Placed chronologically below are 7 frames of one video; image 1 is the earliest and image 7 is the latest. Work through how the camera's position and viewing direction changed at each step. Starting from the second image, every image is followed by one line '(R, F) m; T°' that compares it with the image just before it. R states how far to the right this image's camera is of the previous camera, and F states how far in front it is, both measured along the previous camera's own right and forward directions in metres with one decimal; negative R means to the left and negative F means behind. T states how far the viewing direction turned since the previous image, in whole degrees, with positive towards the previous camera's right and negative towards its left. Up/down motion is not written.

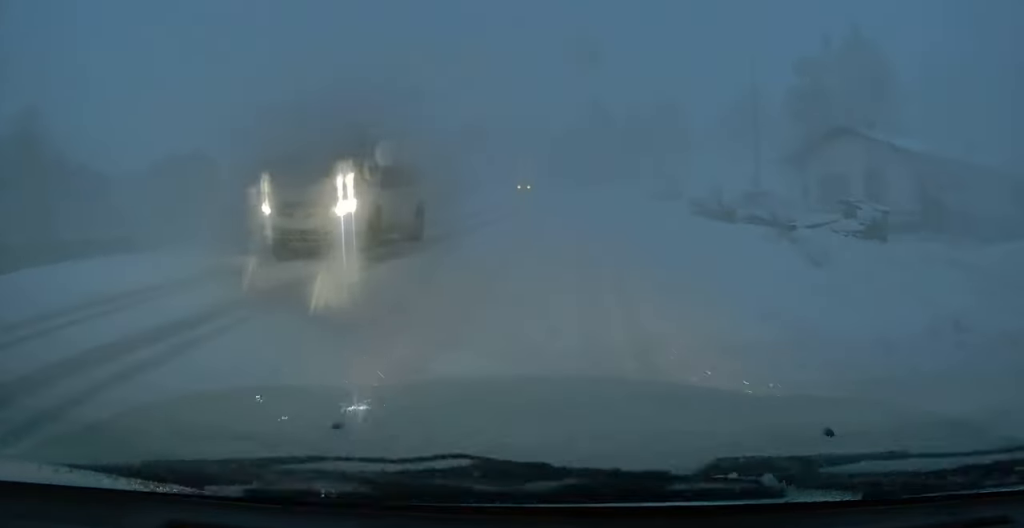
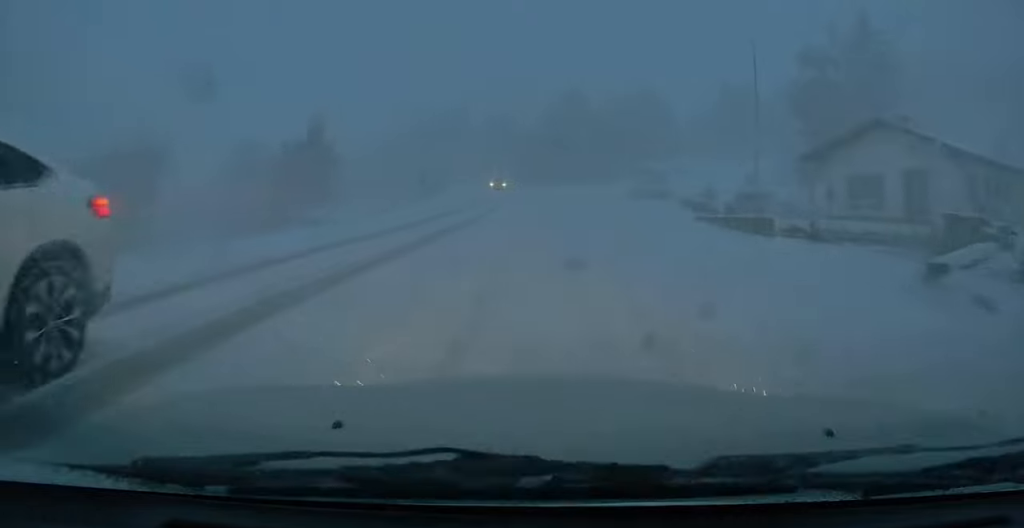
(-0.5, +6.4) m; -4°
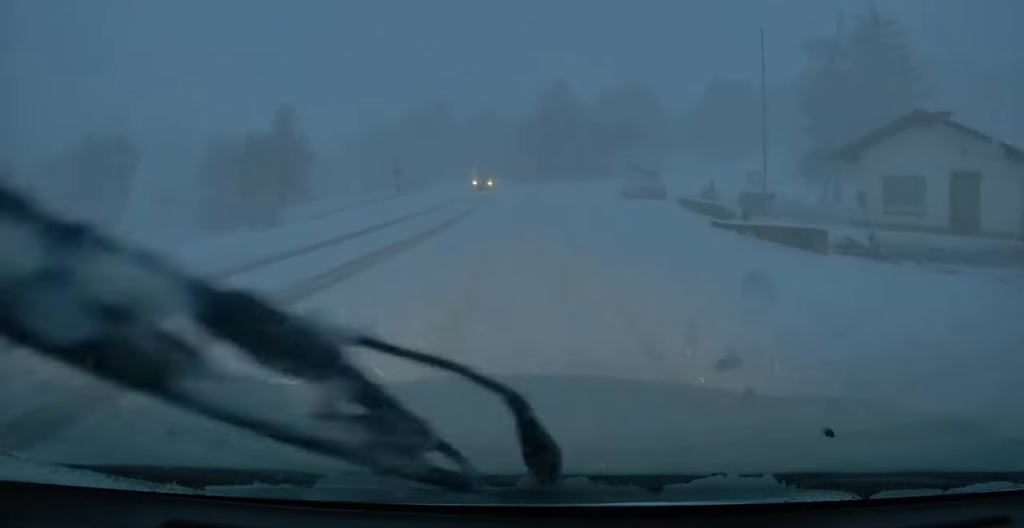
(+0.3, +4.8) m; 0°
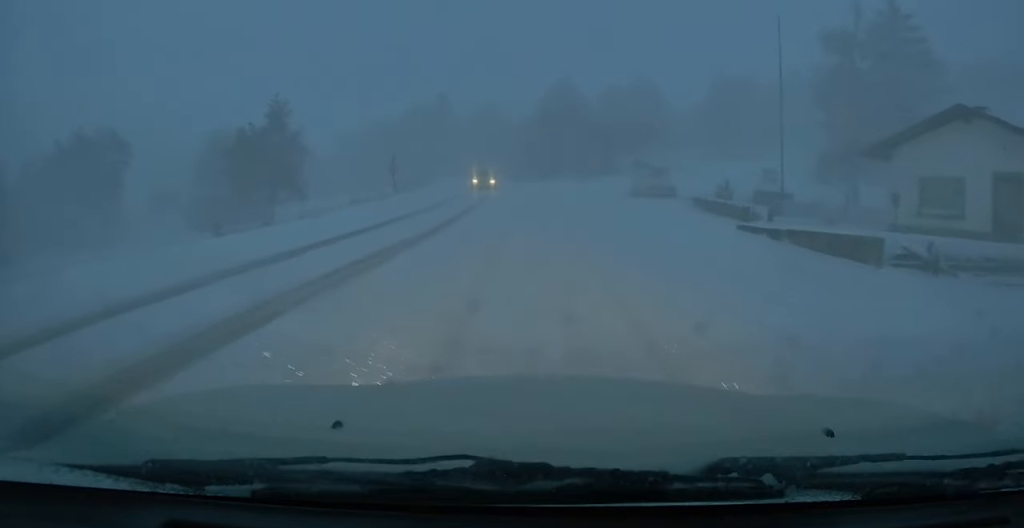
(-0.2, +2.6) m; 0°
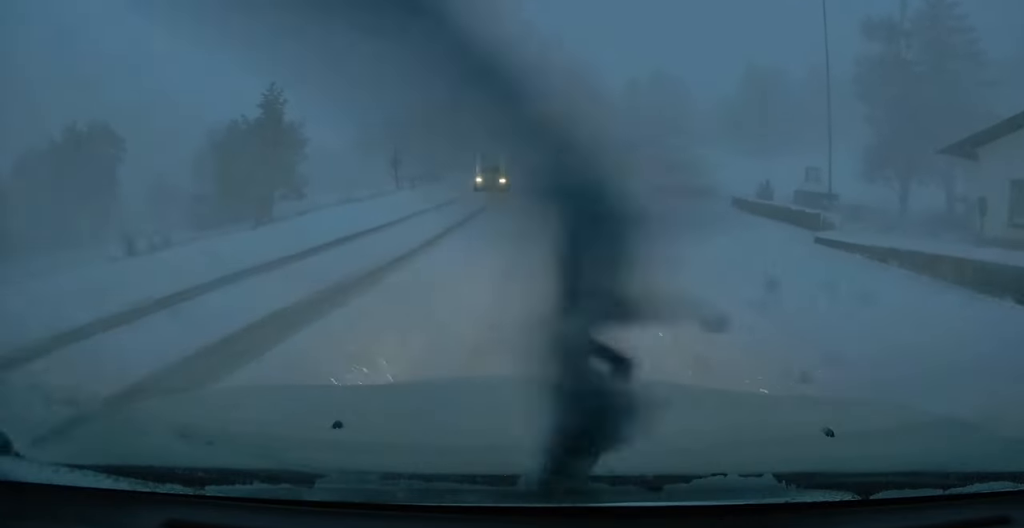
(0.0, +5.0) m; +3°
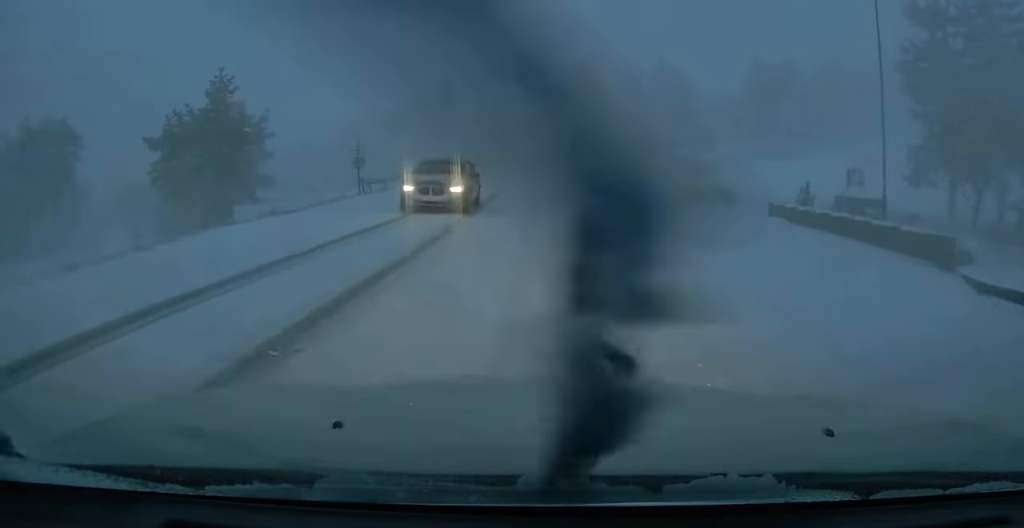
(+0.4, +7.5) m; +2°
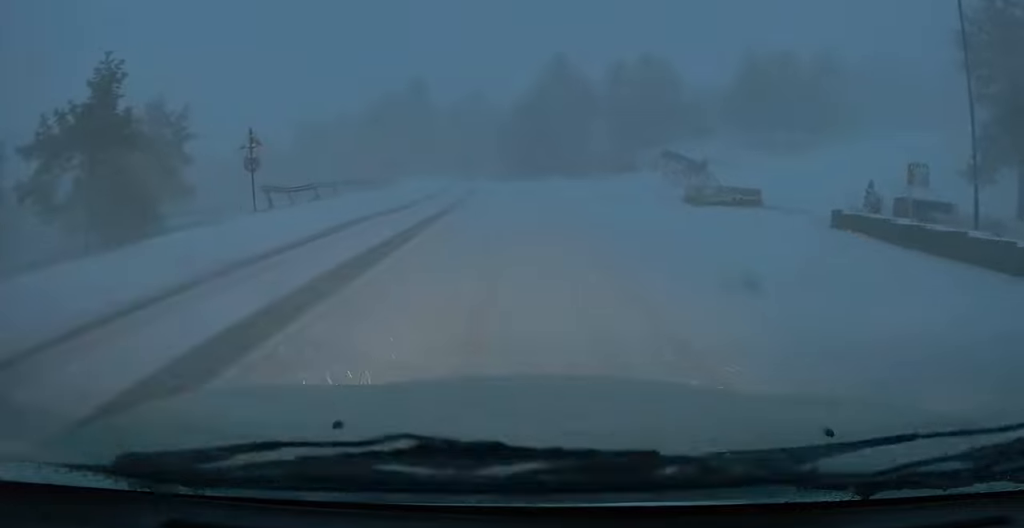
(-0.4, +9.8) m; -3°
